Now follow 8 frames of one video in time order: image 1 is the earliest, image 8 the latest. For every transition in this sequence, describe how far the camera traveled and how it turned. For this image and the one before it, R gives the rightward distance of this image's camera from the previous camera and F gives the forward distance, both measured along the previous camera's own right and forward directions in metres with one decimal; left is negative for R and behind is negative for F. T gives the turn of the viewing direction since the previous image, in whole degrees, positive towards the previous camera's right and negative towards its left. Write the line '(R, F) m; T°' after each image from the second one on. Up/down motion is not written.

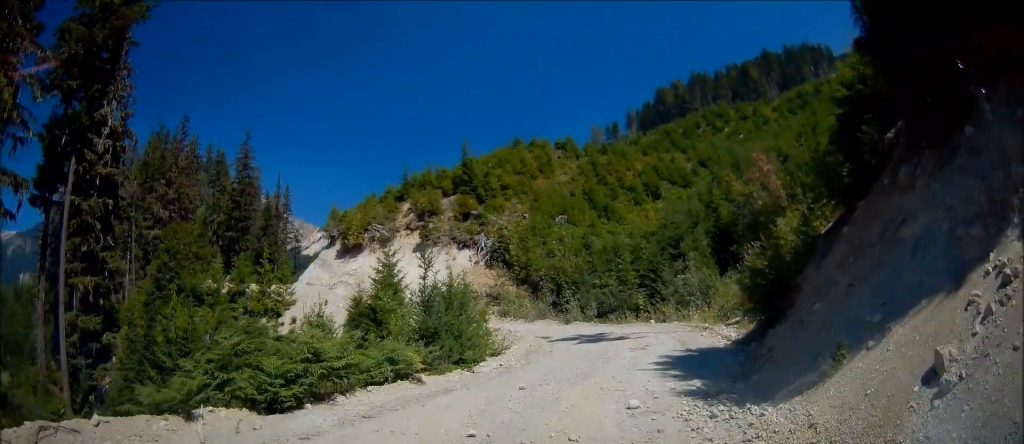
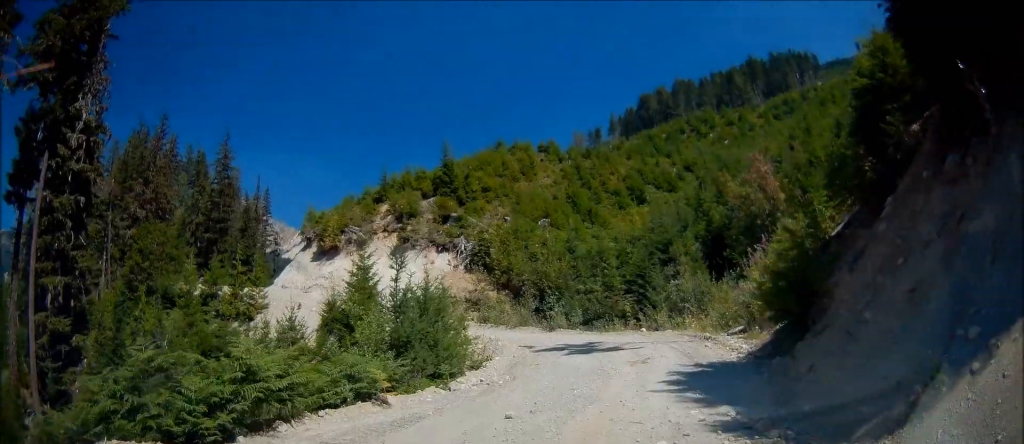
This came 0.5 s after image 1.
(-0.2, +2.1) m; 0°
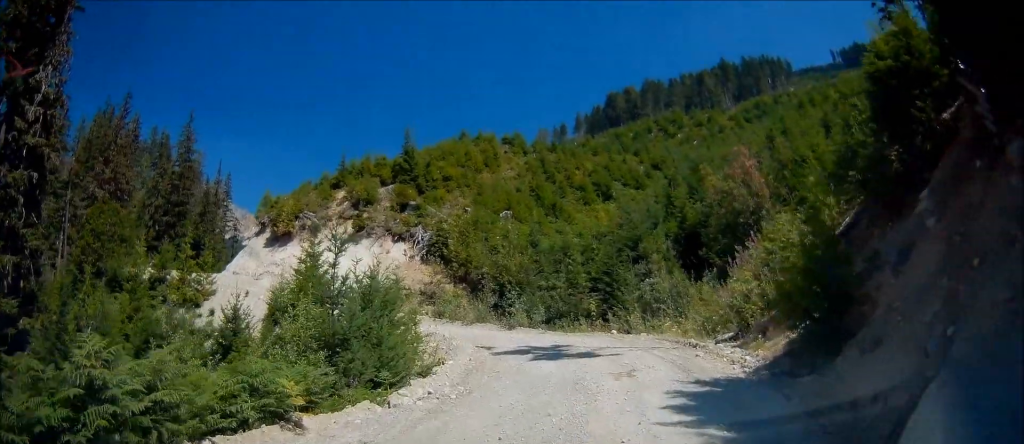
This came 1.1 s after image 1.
(+0.2, +2.6) m; +6°
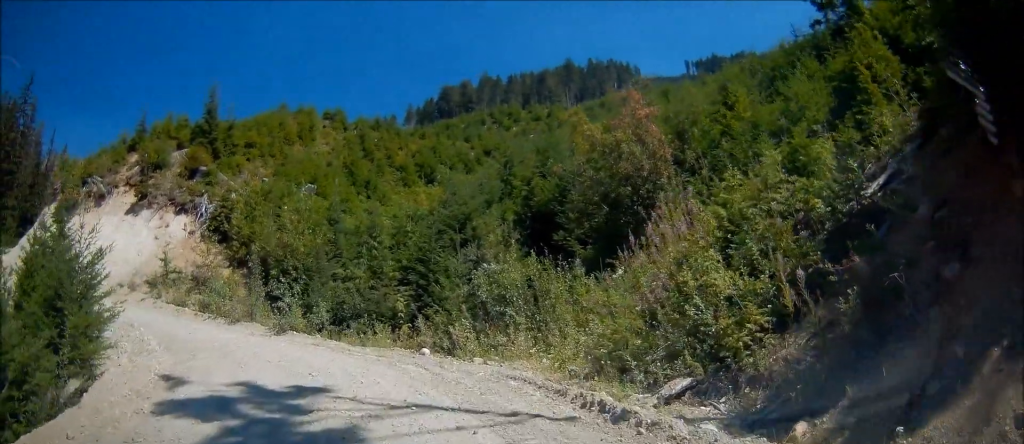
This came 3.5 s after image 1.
(+1.8, +9.8) m; +7°
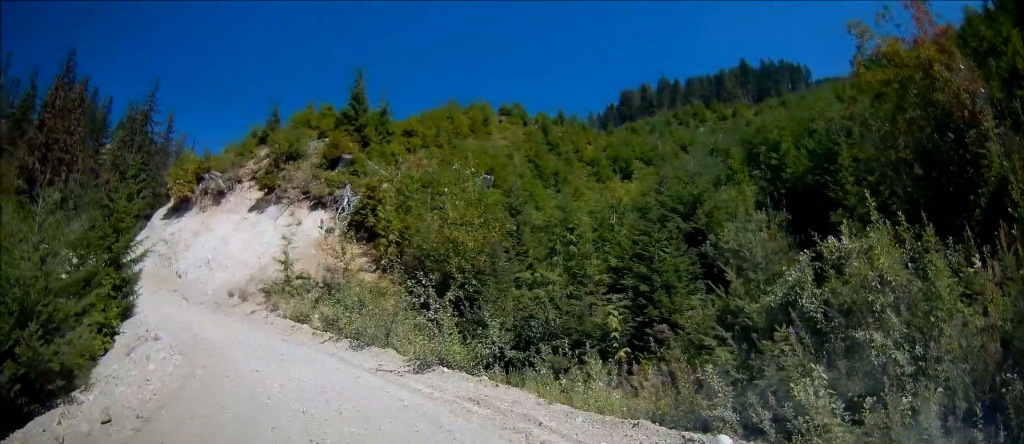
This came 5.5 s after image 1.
(-0.7, +8.7) m; -8°
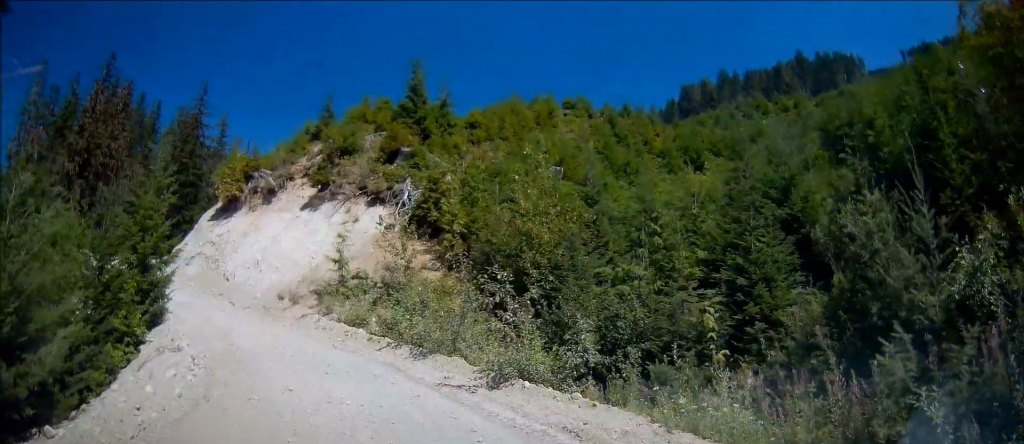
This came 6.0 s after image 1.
(-0.3, +2.4) m; -4°
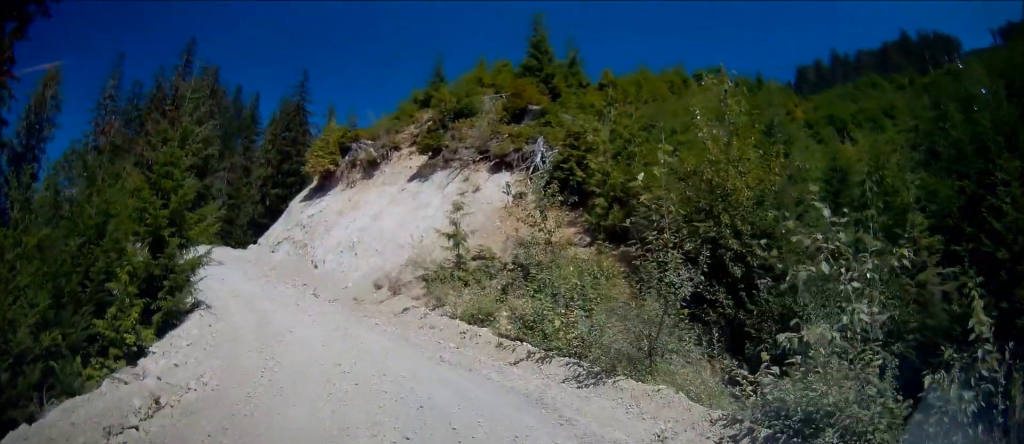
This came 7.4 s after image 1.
(-0.5, +6.4) m; -16°
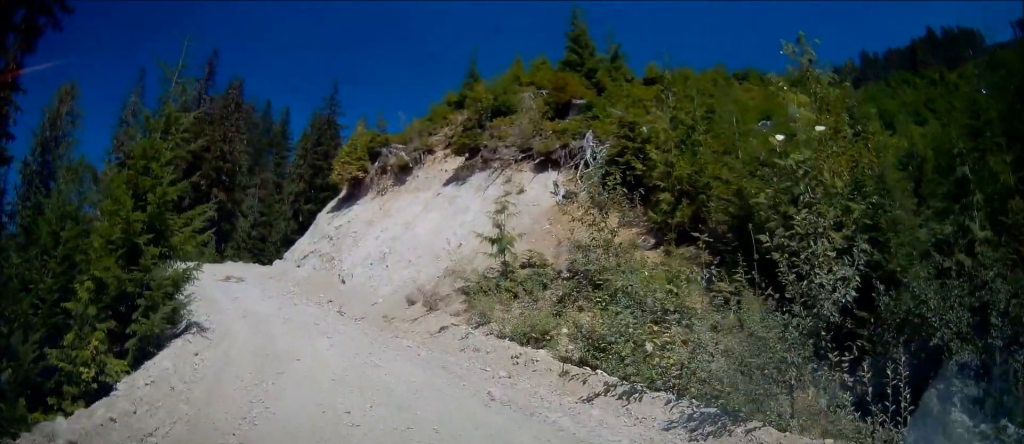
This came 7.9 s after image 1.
(-0.4, +2.7) m; -6°
